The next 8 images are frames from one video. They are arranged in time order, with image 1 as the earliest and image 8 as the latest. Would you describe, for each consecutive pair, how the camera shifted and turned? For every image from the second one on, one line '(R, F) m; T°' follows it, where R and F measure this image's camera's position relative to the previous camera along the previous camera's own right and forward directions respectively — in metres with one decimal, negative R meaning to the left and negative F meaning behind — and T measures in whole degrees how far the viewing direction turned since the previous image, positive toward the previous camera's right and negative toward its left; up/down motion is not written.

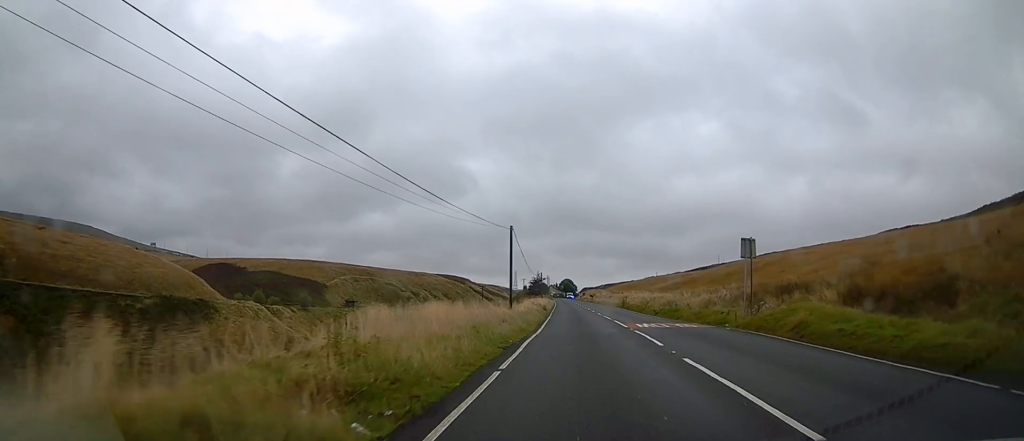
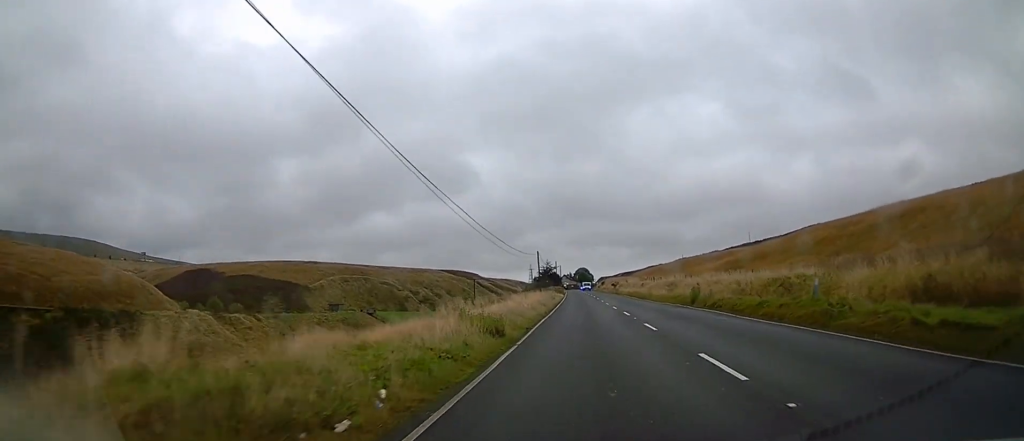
(-0.3, +34.2) m; -1°
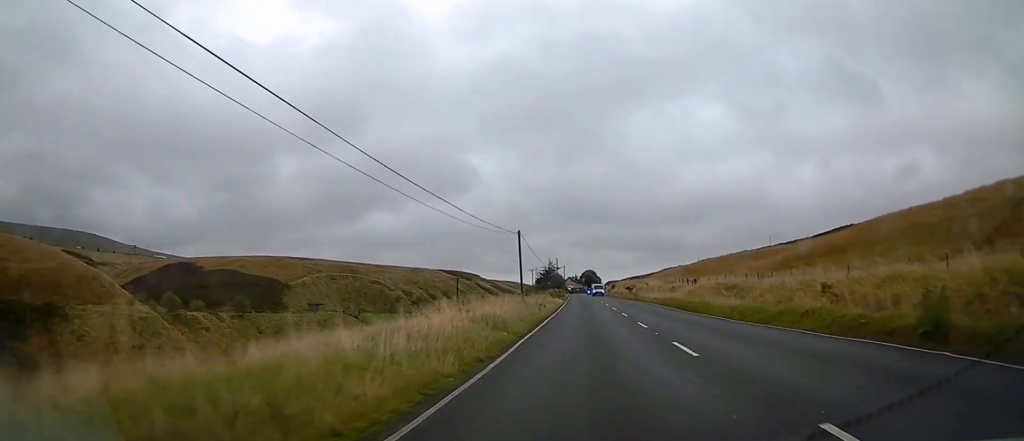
(-0.2, +21.7) m; 0°
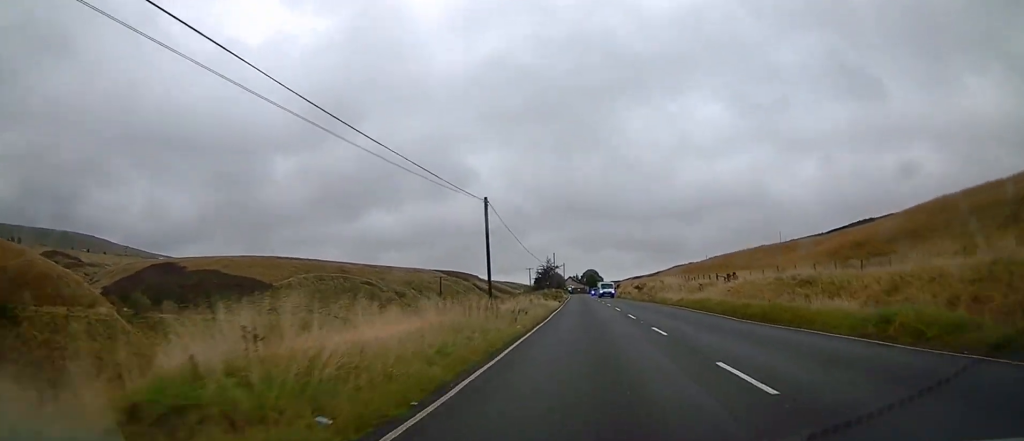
(0.0, +12.9) m; 0°
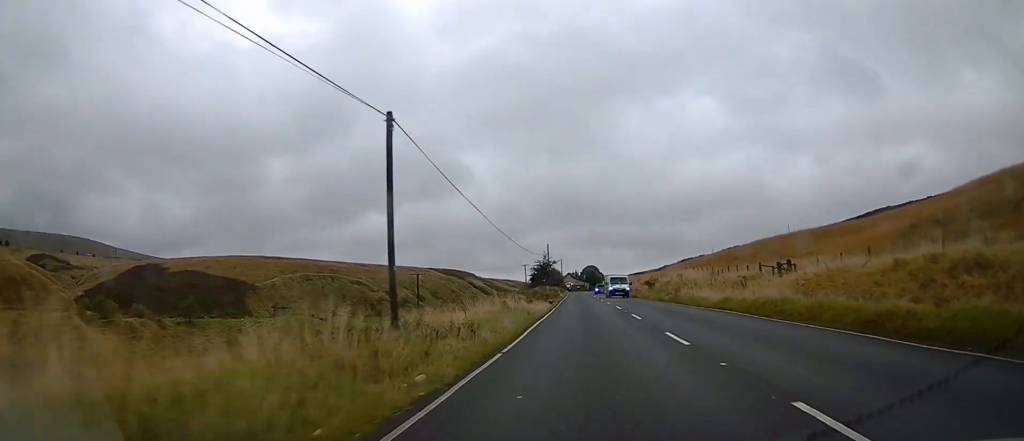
(0.0, +11.8) m; 0°
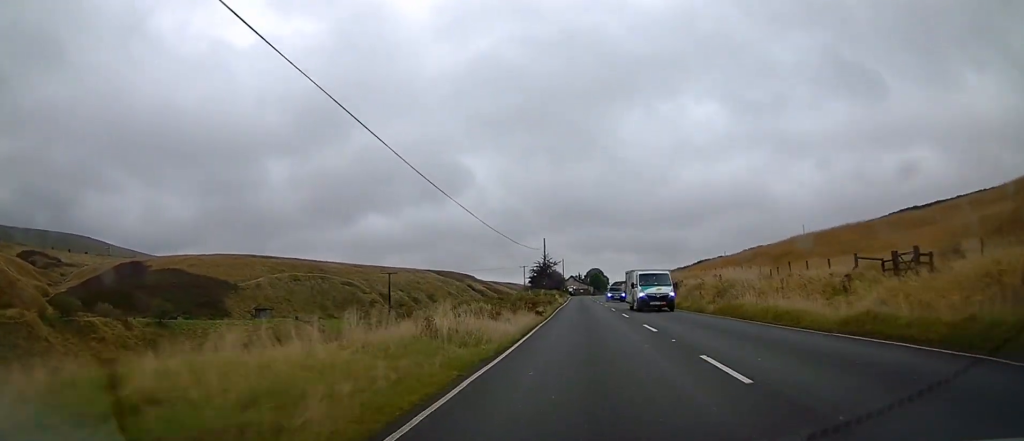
(0.0, +12.9) m; 0°
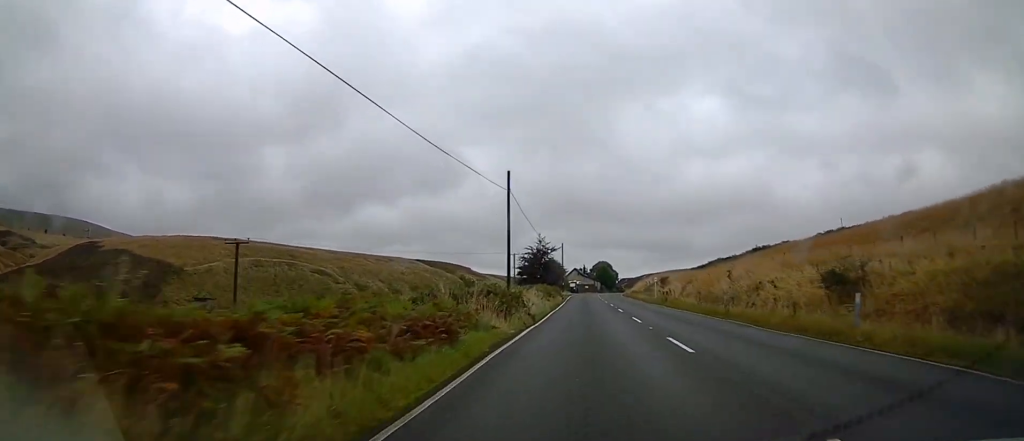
(0.0, +31.4) m; 0°
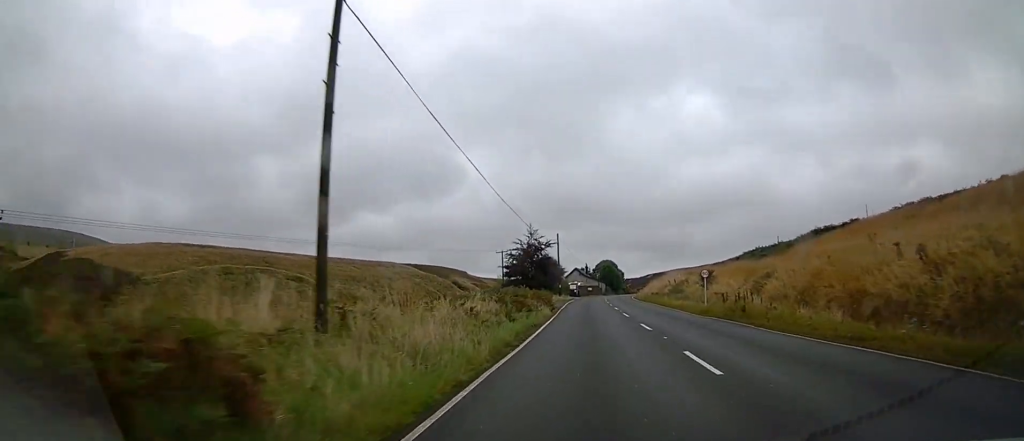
(-0.3, +19.6) m; -1°
